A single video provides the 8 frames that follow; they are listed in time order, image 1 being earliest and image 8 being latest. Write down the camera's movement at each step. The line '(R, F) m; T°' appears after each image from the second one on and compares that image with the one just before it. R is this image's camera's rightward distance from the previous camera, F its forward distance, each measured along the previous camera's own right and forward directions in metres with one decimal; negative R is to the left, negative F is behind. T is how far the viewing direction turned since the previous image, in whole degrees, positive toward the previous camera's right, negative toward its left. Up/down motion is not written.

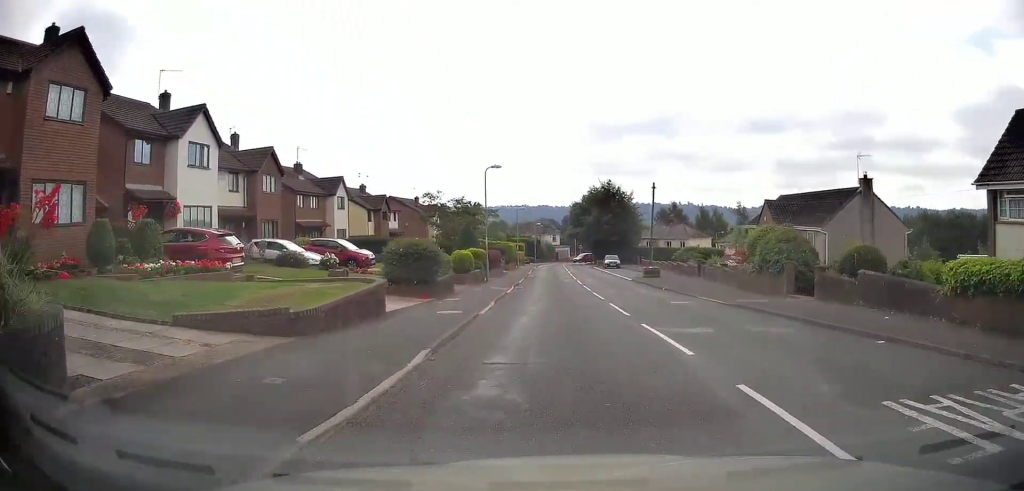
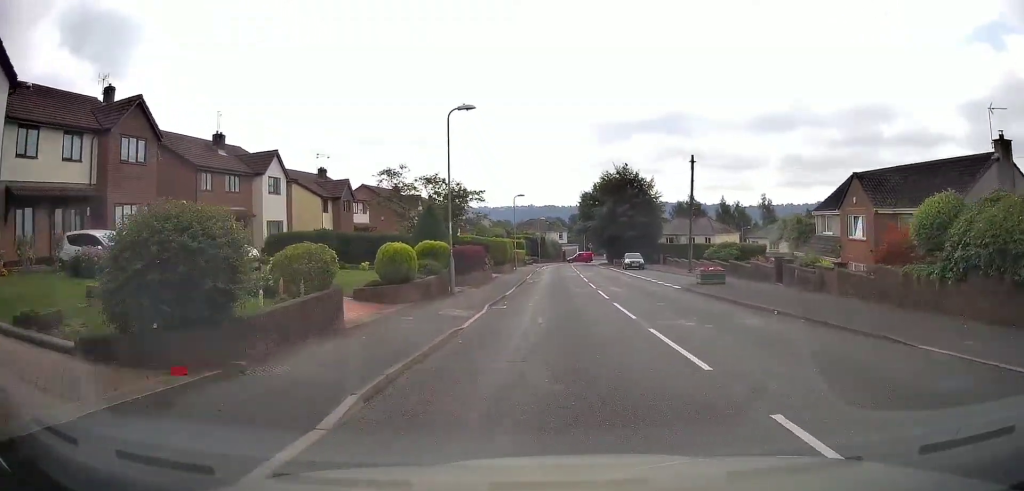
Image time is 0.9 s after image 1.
(-0.2, +13.0) m; -1°
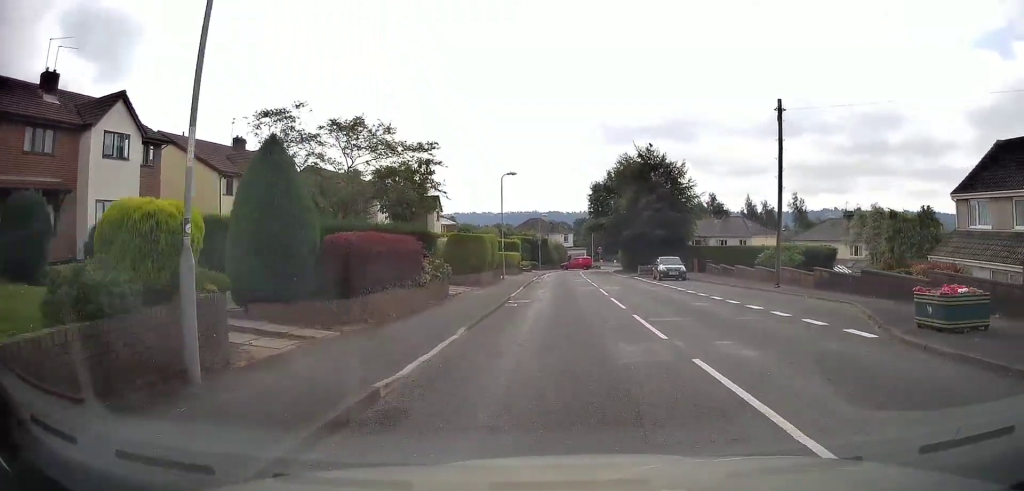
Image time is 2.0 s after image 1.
(-0.2, +15.1) m; -2°
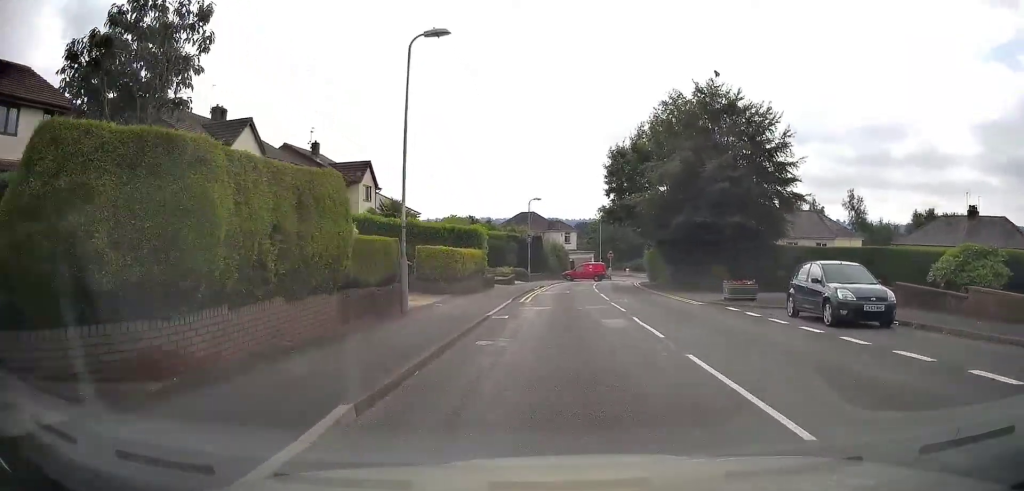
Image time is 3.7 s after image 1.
(-0.5, +22.2) m; 0°
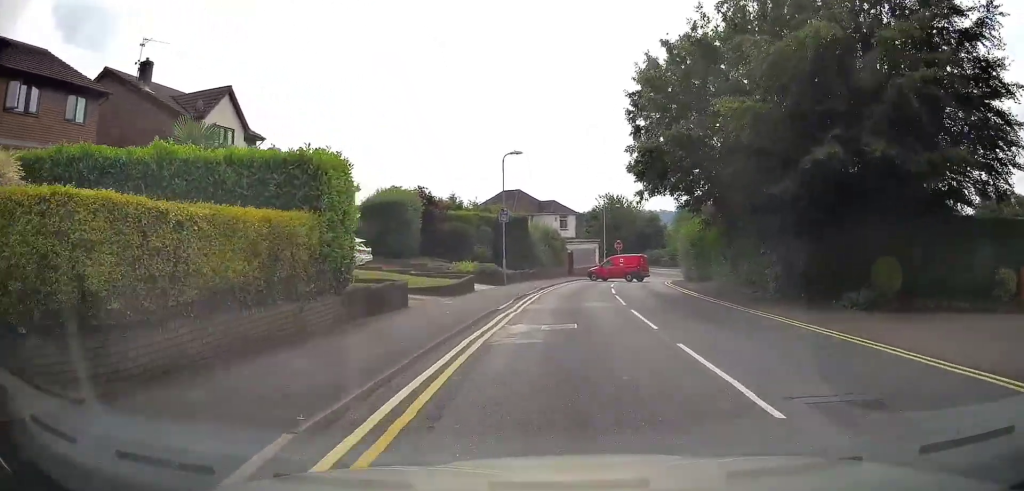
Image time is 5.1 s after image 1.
(+0.4, +17.1) m; +1°
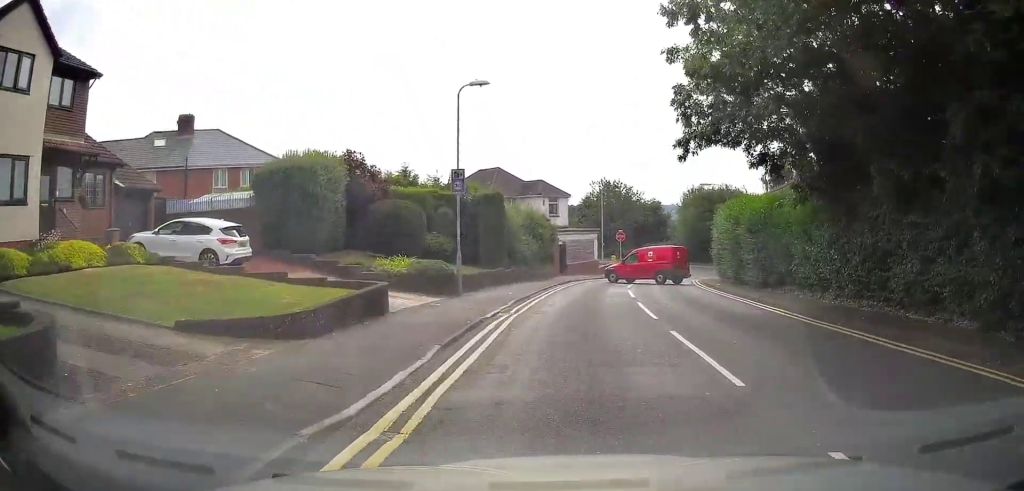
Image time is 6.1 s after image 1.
(0.0, +11.0) m; +2°
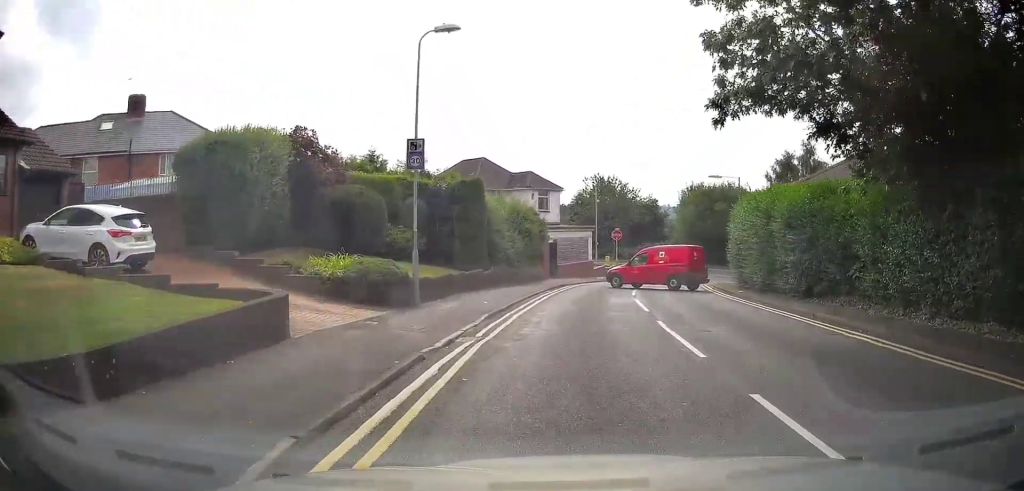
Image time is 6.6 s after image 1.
(0.0, +4.6) m; +1°
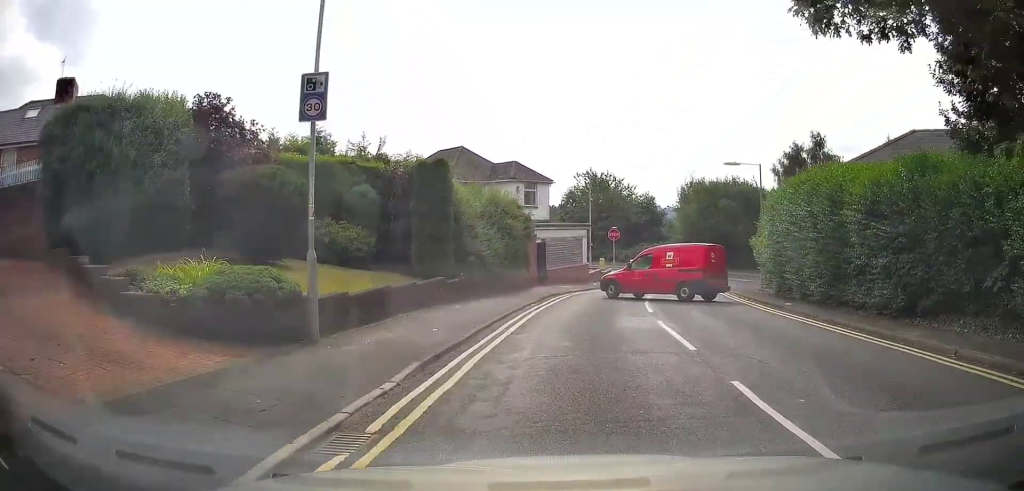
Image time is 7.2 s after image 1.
(+0.2, +5.4) m; +2°
